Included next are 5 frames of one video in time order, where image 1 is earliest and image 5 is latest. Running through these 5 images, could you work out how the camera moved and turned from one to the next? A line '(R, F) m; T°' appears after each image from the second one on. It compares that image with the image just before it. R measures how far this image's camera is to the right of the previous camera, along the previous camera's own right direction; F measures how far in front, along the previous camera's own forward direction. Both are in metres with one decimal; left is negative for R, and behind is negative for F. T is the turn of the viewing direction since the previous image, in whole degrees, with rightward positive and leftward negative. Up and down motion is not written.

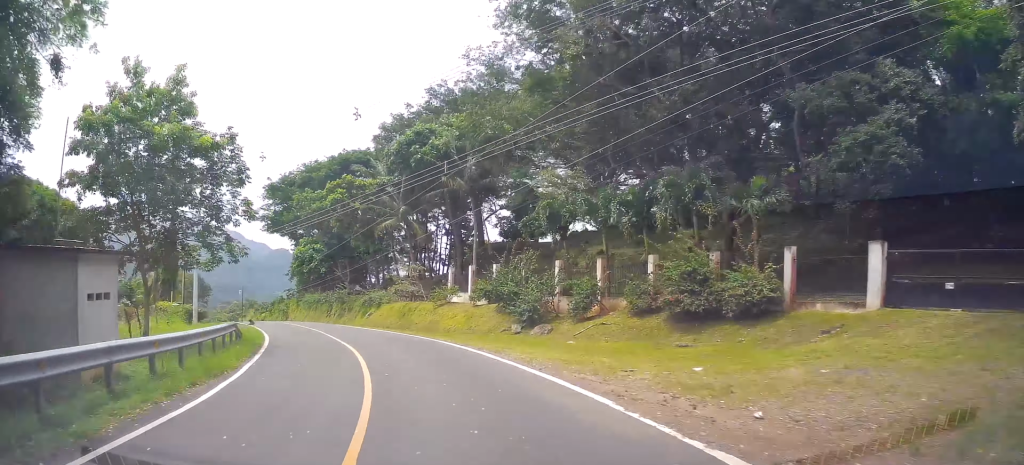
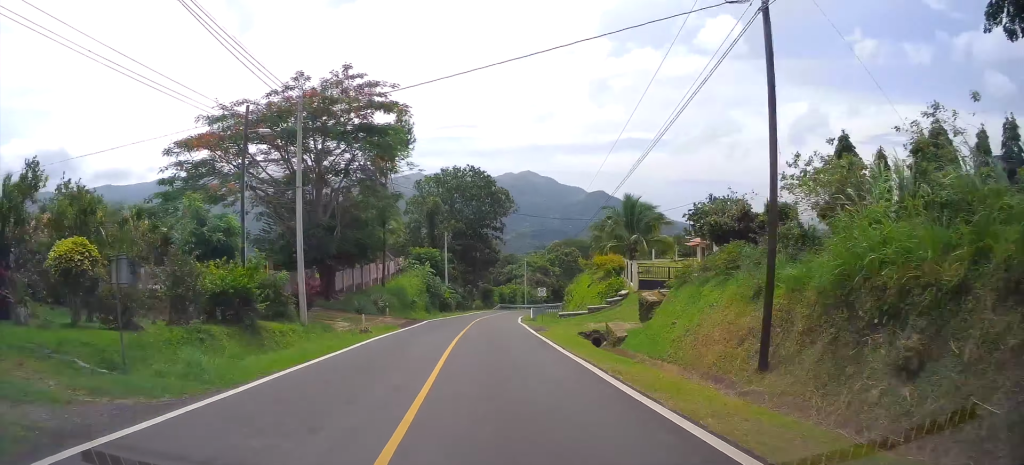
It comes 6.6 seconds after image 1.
(-55.8, +84.2) m; -45°
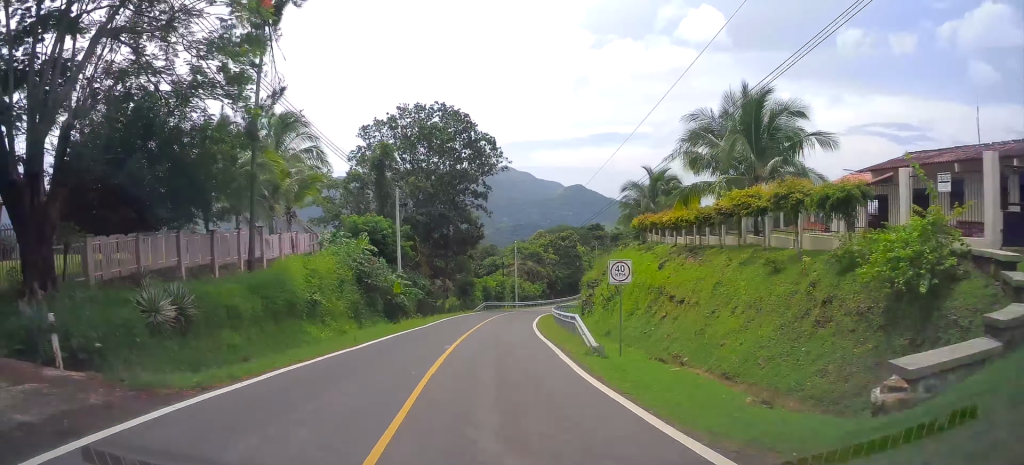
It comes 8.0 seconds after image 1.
(-0.1, +26.7) m; +2°
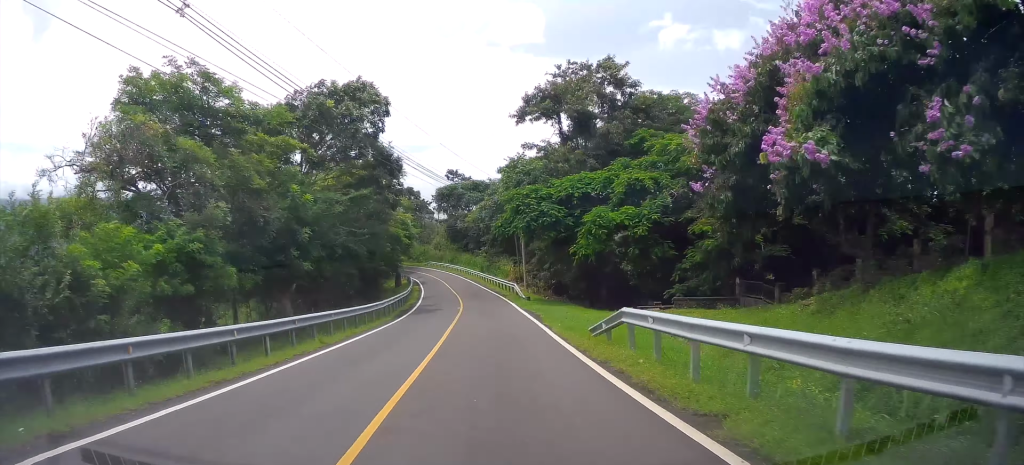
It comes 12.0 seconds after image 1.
(+7.2, +78.3) m; +13°
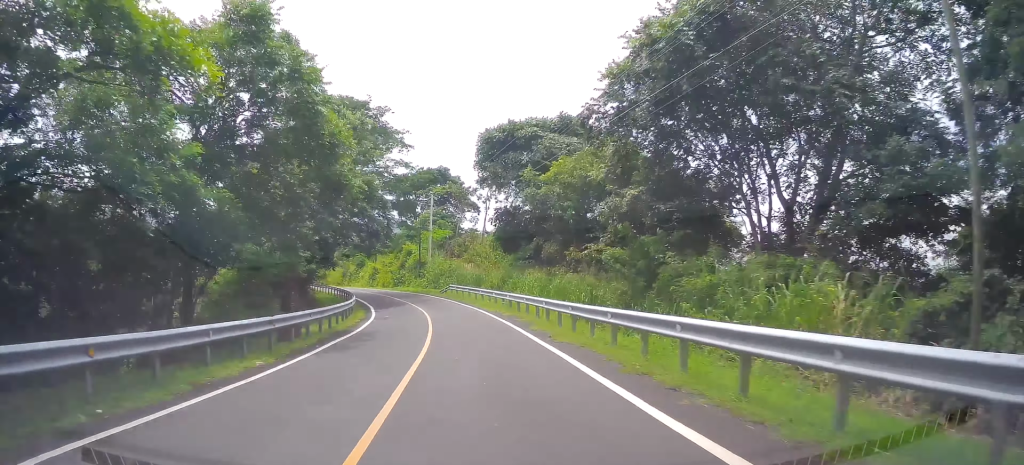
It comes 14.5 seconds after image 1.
(+4.6, +52.4) m; +2°
